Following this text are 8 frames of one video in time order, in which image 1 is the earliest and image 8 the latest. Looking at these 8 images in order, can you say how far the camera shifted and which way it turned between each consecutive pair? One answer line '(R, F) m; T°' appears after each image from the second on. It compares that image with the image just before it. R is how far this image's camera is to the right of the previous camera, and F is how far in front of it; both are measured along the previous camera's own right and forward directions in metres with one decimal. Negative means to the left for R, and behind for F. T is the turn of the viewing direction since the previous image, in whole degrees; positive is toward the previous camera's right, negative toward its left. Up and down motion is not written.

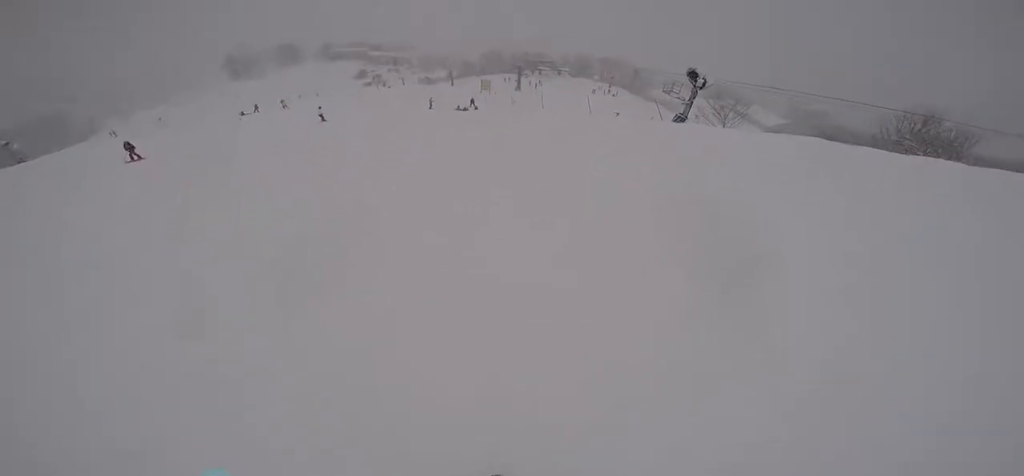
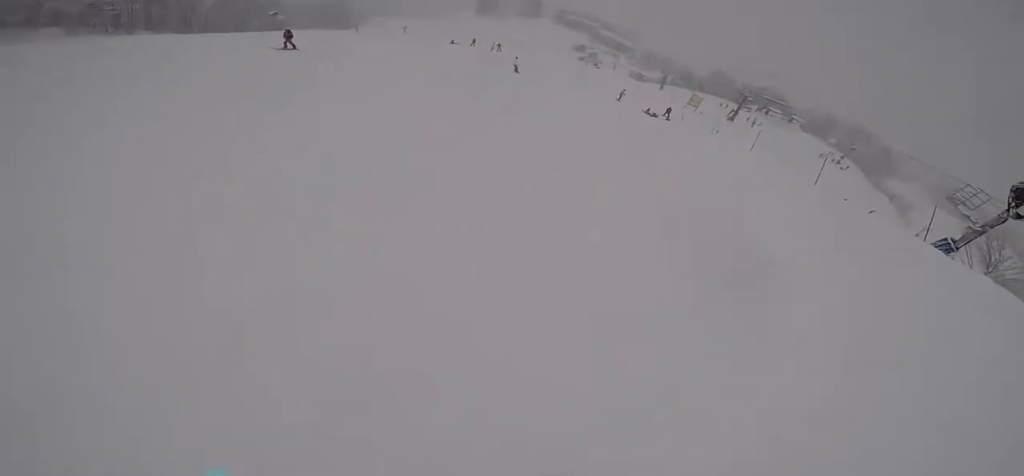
(-0.5, +5.1) m; -18°
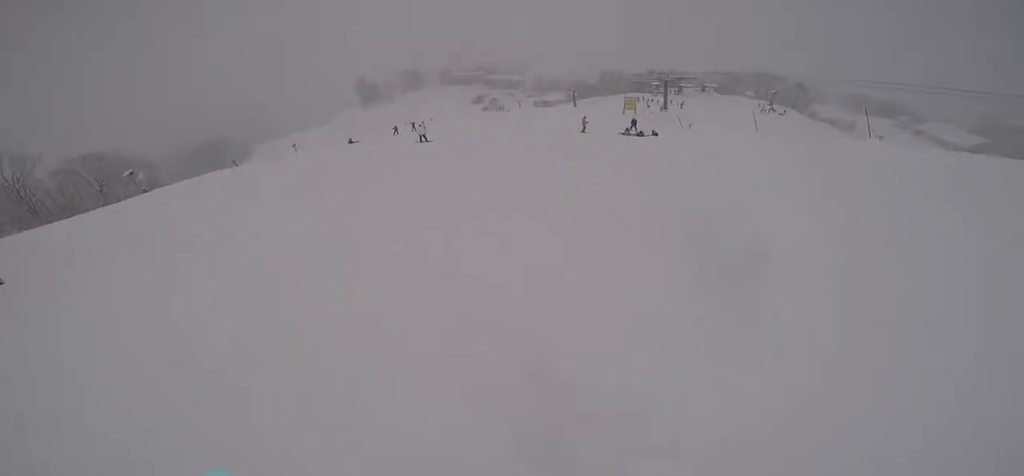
(-2.3, +10.9) m; -1°
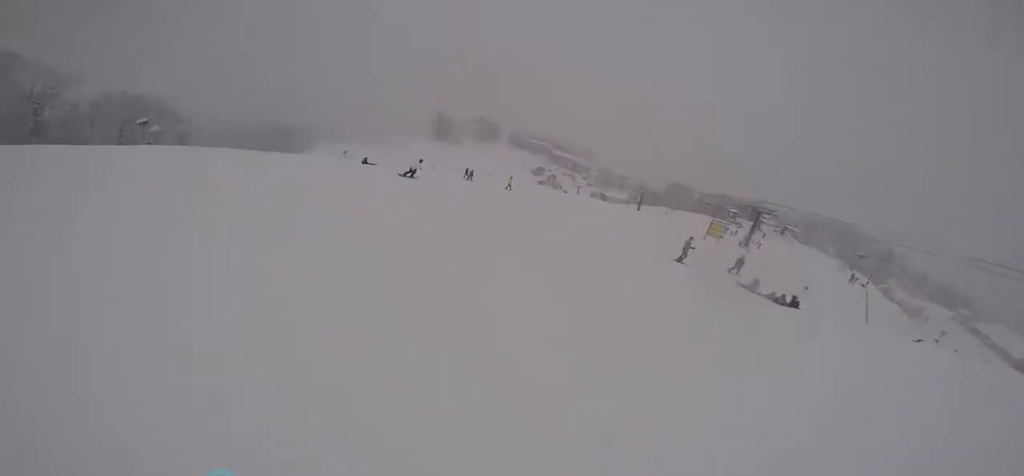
(-0.7, +11.4) m; -17°
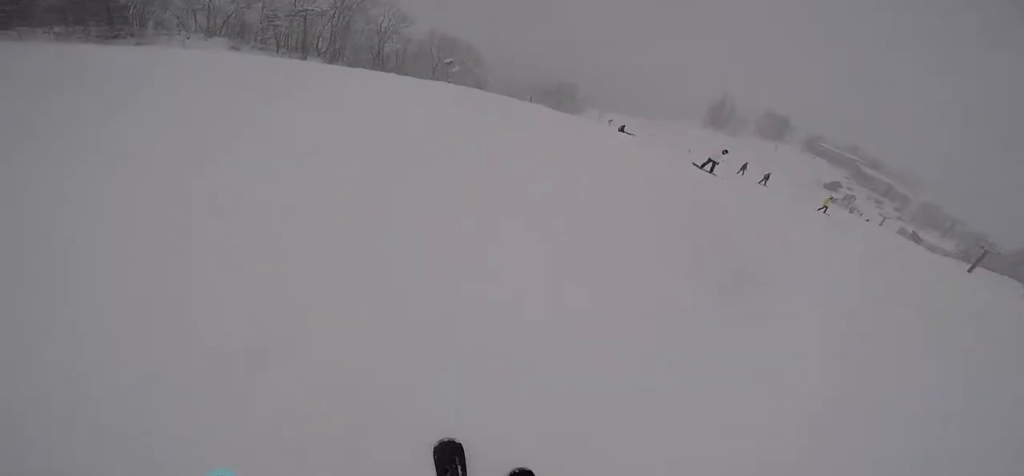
(-0.1, +4.1) m; +11°
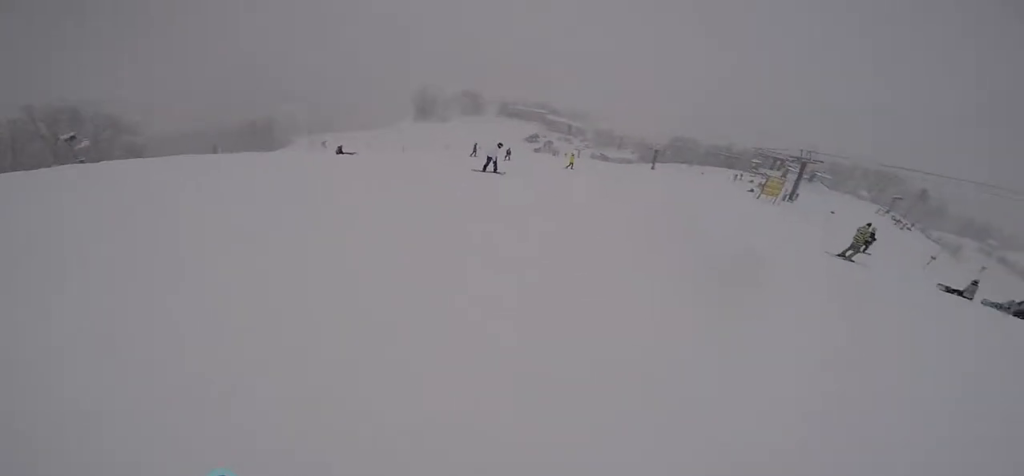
(+0.7, +3.2) m; +14°
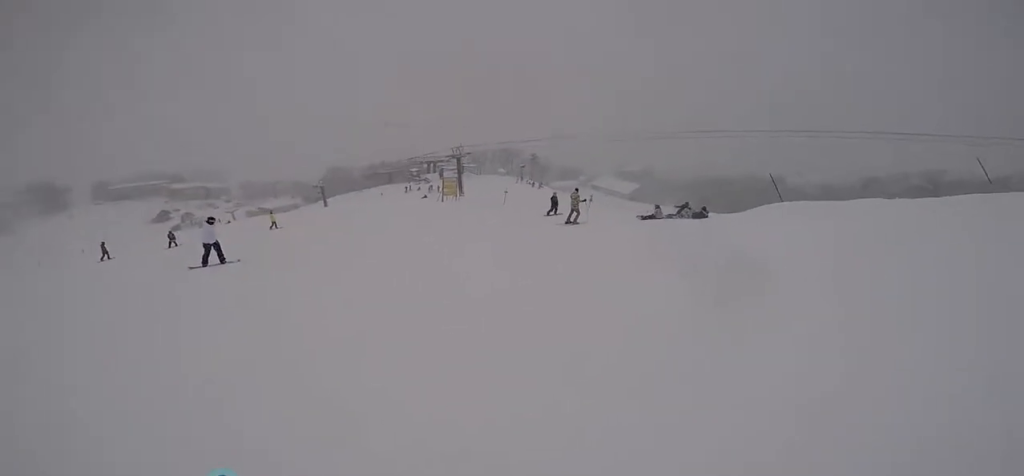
(+0.4, +3.0) m; +18°
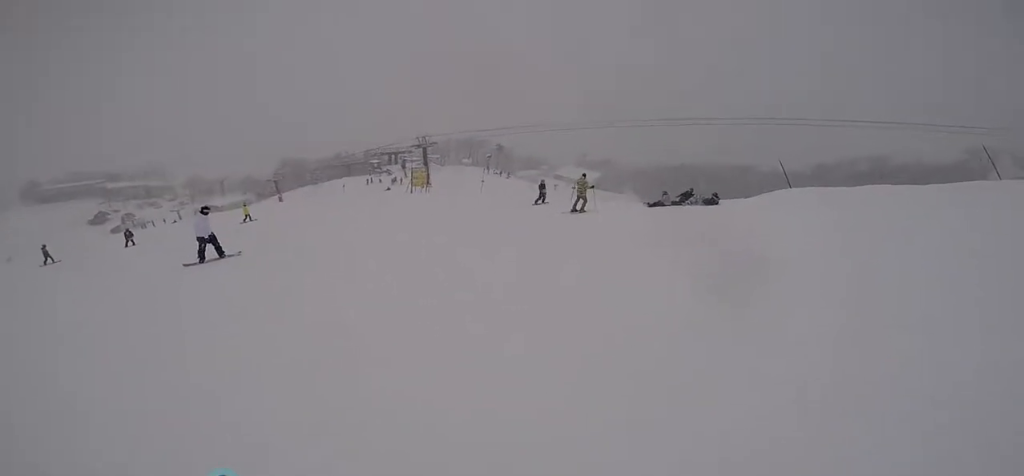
(0.0, +1.9) m; +15°
